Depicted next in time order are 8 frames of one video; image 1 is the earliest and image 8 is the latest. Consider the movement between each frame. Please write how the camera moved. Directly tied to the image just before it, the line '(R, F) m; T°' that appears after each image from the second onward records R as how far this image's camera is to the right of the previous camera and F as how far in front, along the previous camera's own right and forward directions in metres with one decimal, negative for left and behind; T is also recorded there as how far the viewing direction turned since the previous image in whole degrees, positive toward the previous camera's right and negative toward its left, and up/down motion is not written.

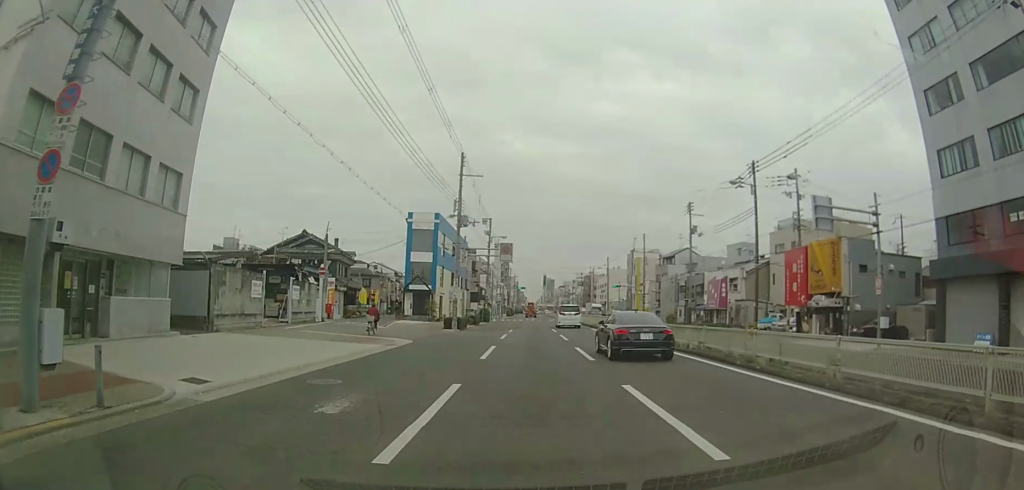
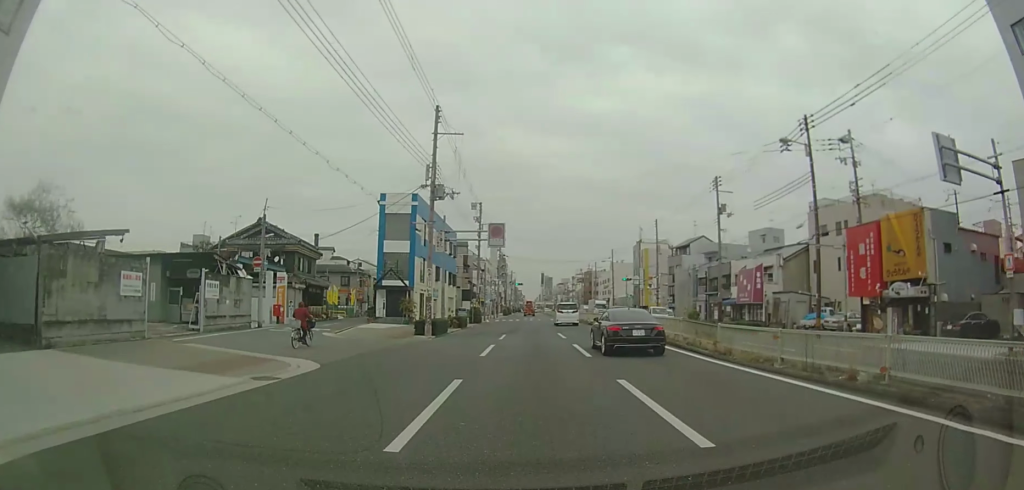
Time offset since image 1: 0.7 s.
(0.0, +9.8) m; 0°
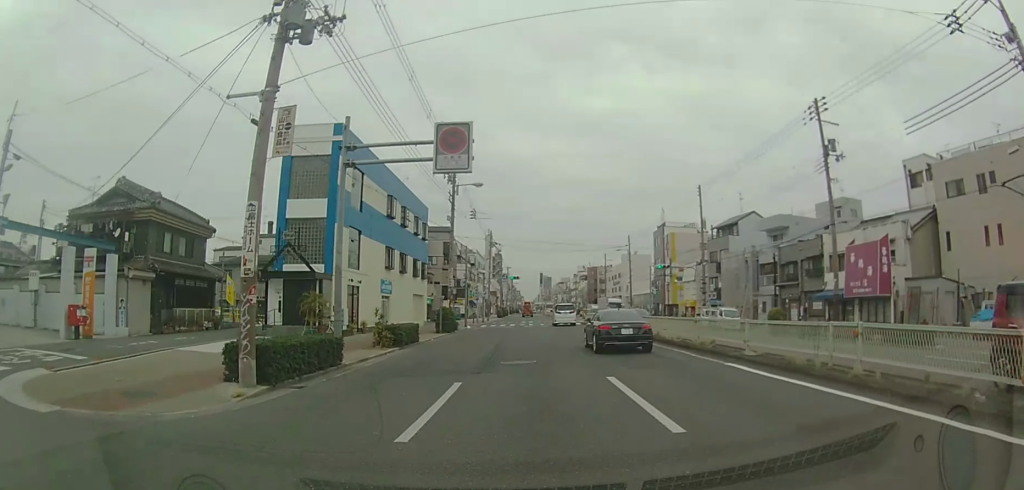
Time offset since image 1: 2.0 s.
(0.0, +19.8) m; +1°
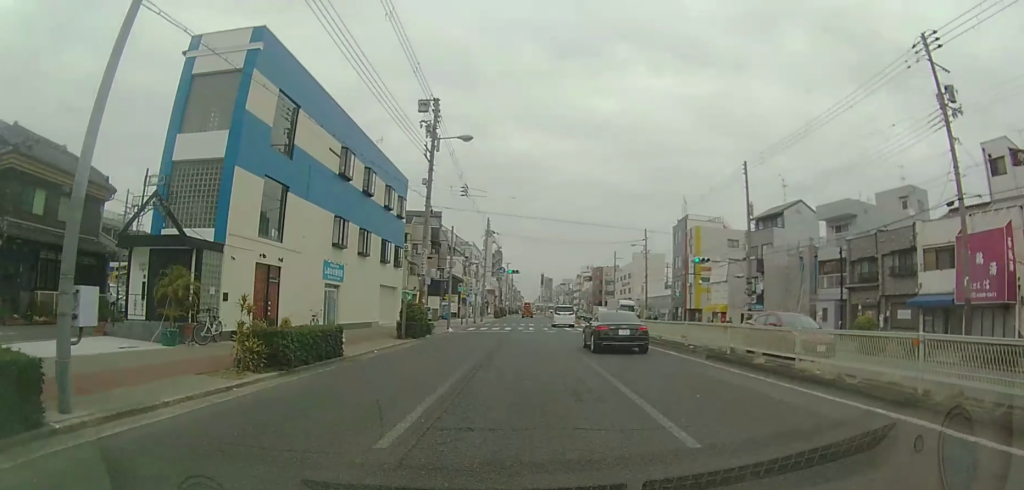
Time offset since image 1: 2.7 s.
(+0.2, +10.9) m; +1°
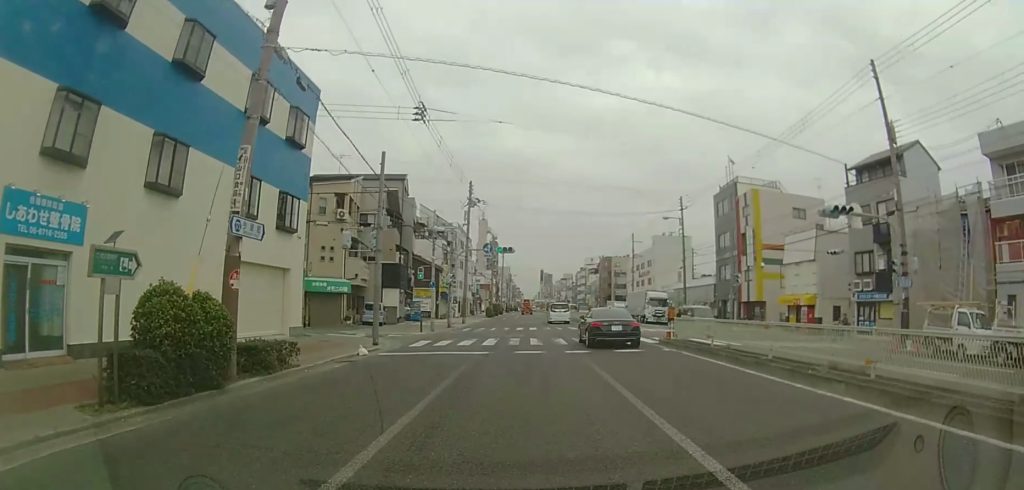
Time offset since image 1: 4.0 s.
(+0.1, +18.7) m; 0°
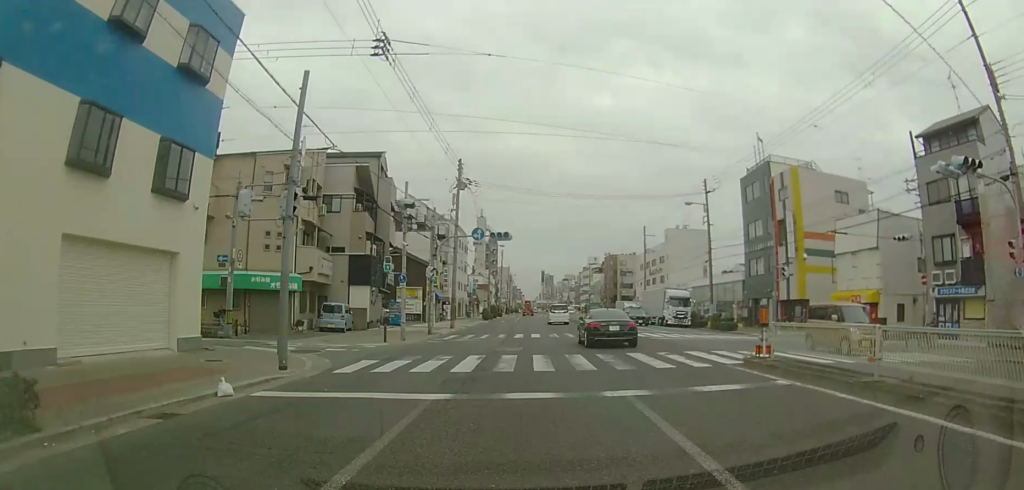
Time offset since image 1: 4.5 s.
(0.0, +7.8) m; 0°
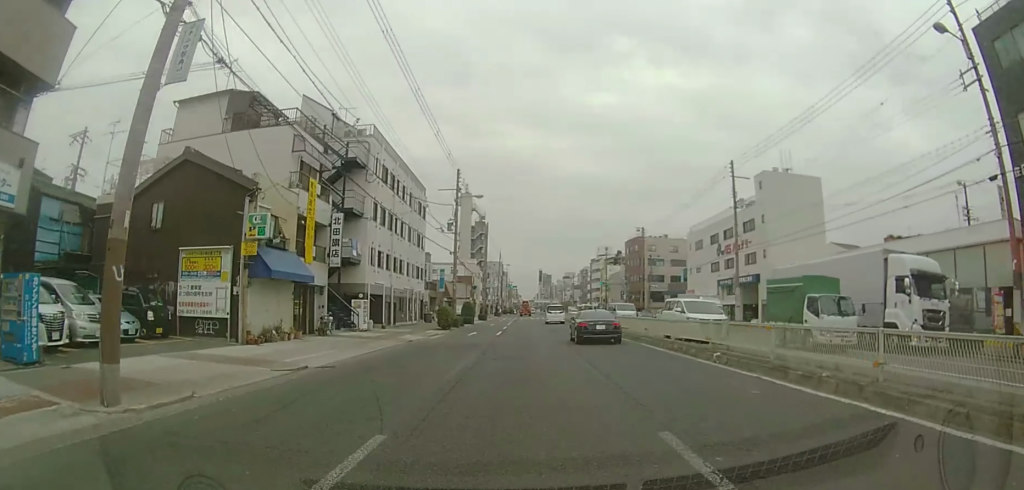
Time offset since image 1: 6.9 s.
(-0.2, +34.5) m; 0°
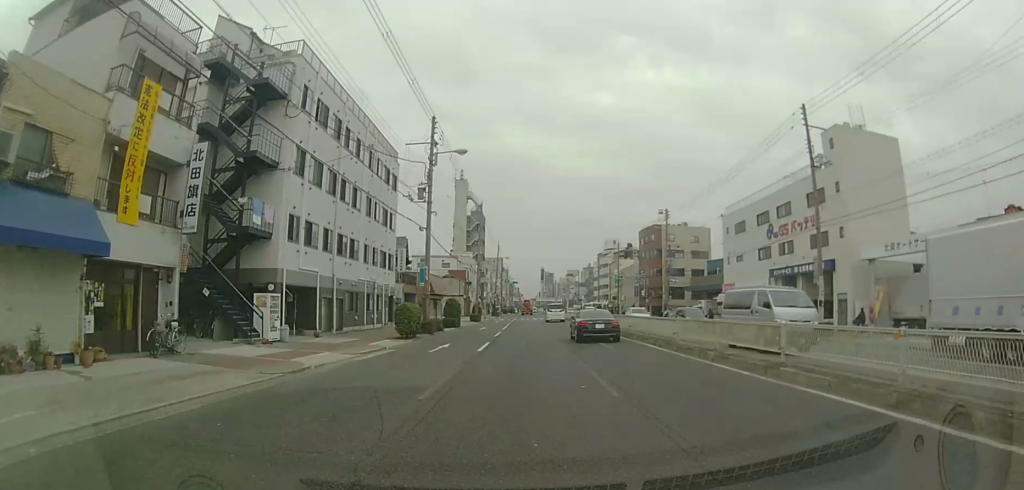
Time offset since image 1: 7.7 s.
(0.0, +12.4) m; 0°
